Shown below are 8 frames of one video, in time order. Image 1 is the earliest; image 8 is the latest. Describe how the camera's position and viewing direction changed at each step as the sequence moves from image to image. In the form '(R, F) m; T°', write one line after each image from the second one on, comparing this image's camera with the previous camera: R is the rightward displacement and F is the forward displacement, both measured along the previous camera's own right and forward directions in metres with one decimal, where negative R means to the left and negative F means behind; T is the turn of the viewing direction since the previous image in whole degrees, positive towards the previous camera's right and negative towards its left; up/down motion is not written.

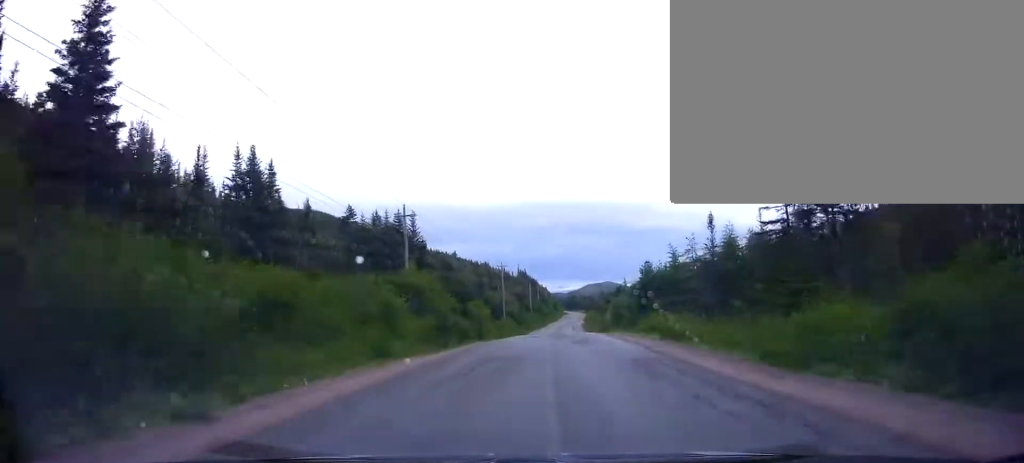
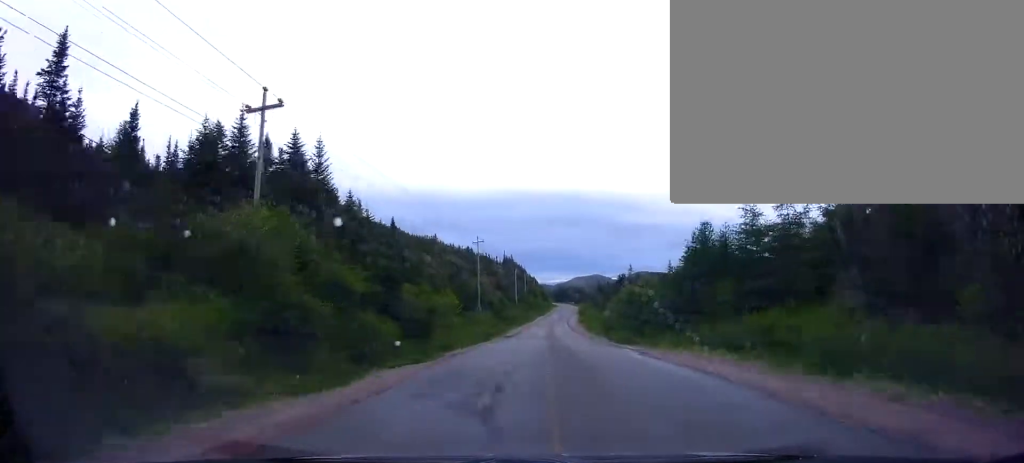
(+0.8, +27.5) m; +1°
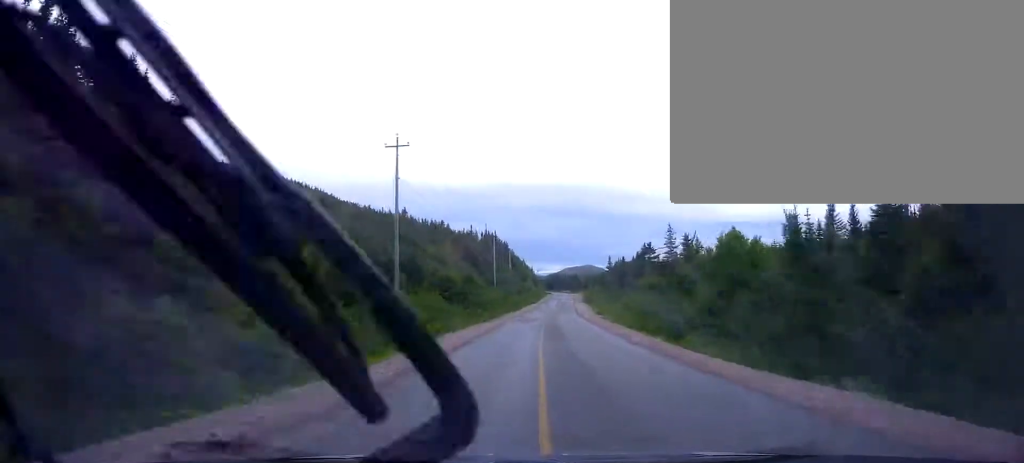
(-0.3, +47.3) m; +1°
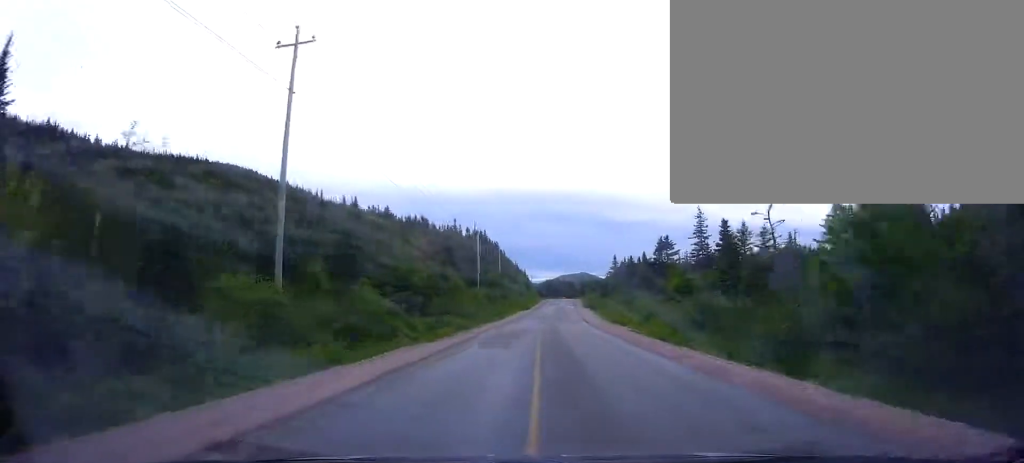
(+0.4, +18.7) m; +1°
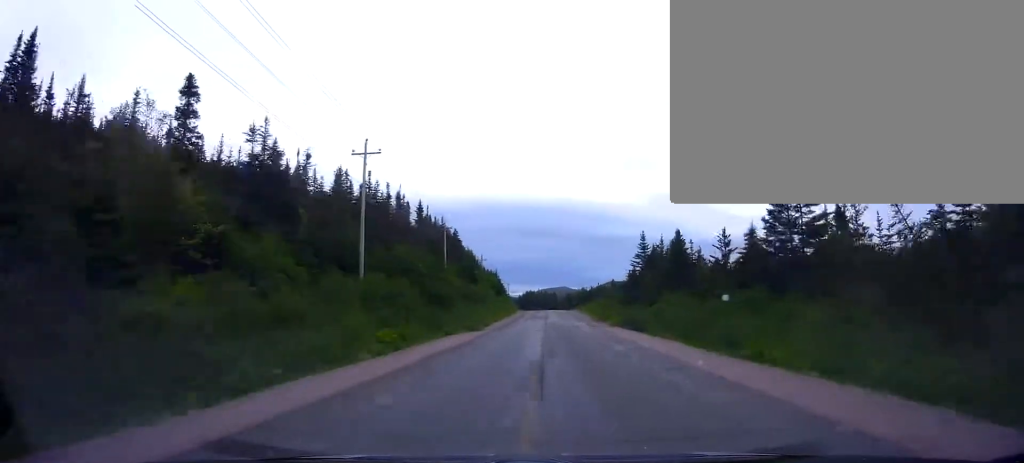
(+1.1, +50.4) m; +2°
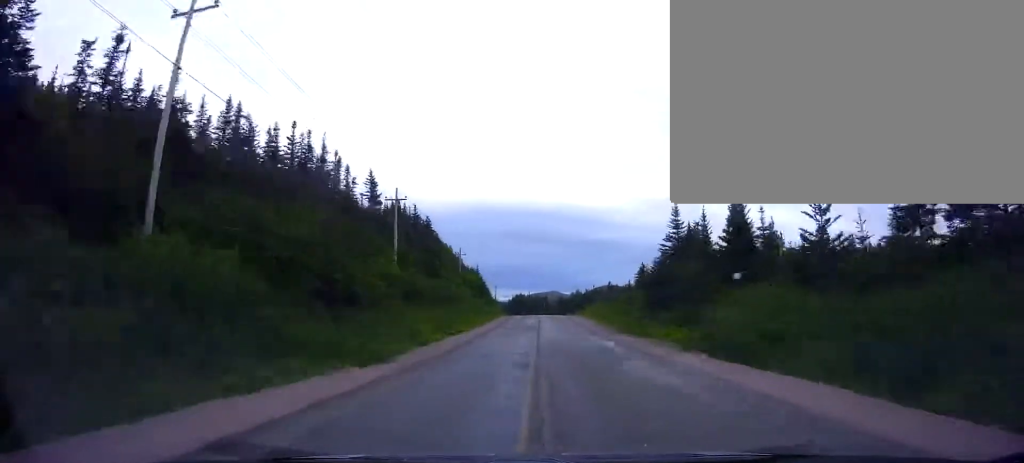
(+0.1, +21.0) m; +1°
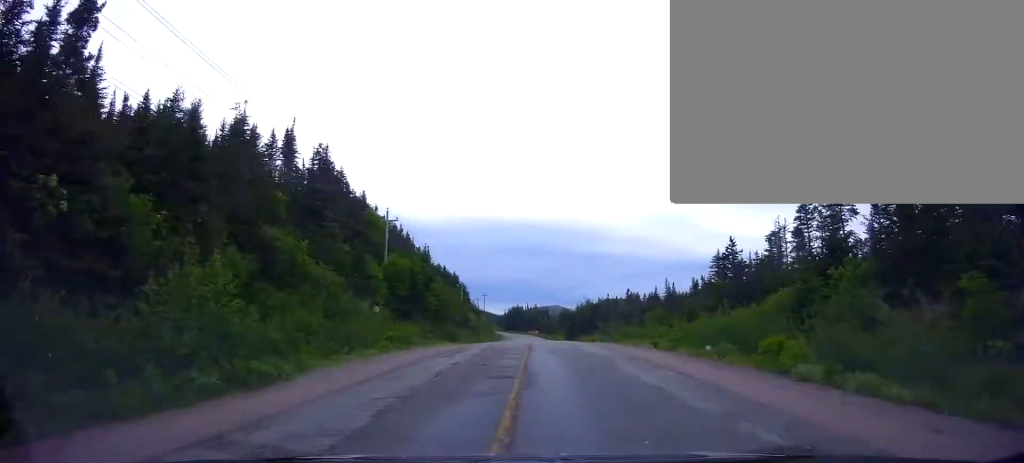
(+0.8, +50.1) m; +1°
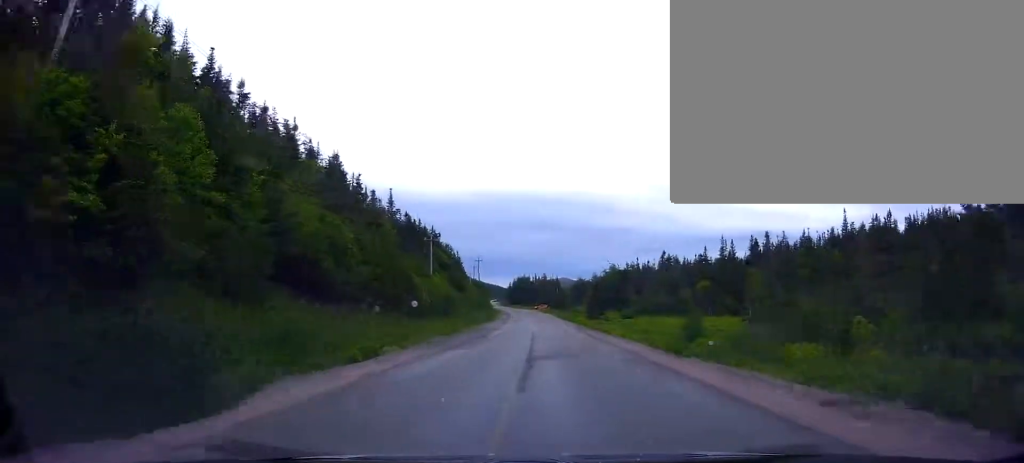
(-0.5, +42.7) m; -1°
